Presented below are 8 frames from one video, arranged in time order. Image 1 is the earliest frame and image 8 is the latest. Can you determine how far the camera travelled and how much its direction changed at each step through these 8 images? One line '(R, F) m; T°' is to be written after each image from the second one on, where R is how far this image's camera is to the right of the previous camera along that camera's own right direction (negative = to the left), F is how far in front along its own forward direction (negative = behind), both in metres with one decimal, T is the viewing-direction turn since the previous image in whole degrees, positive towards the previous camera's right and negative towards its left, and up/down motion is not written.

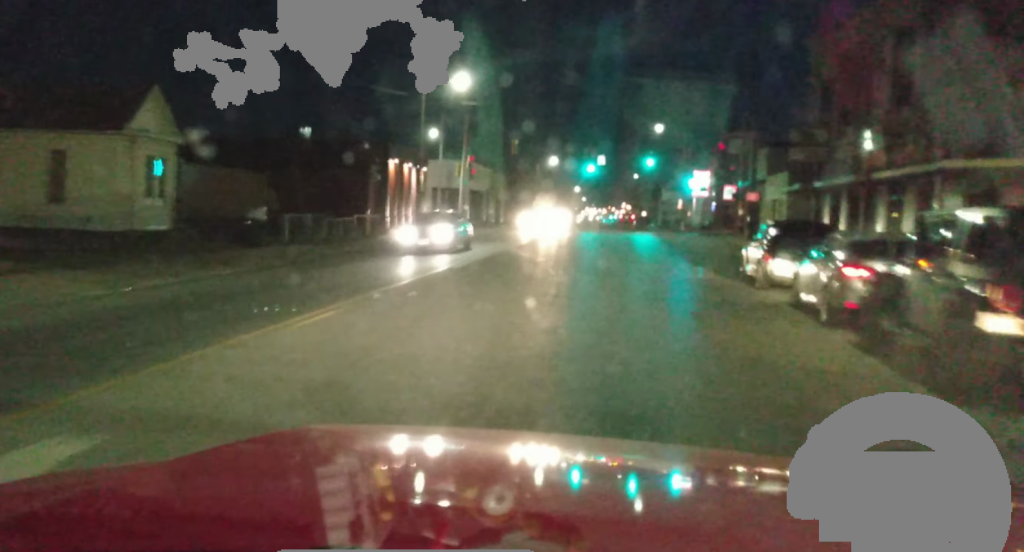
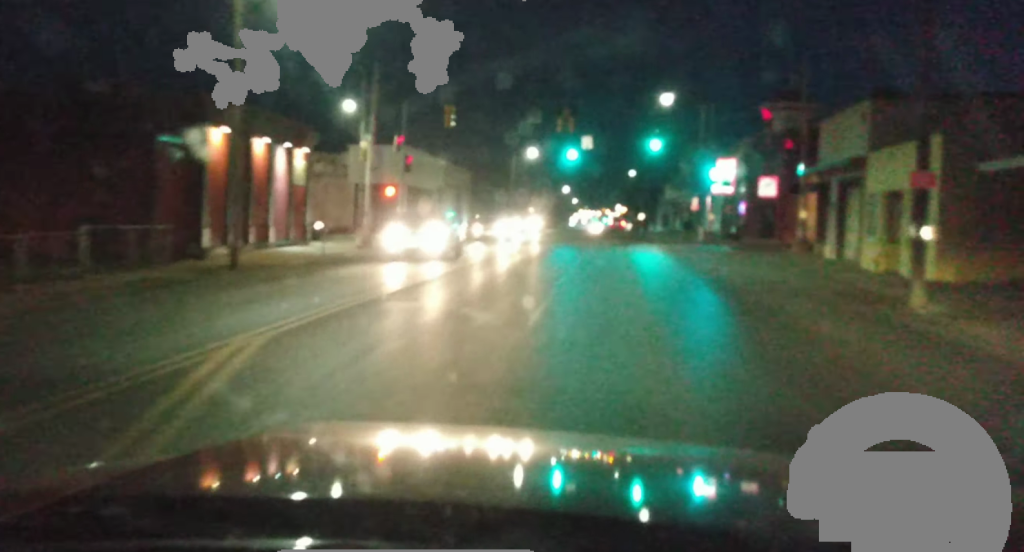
(-0.2, +25.0) m; -1°
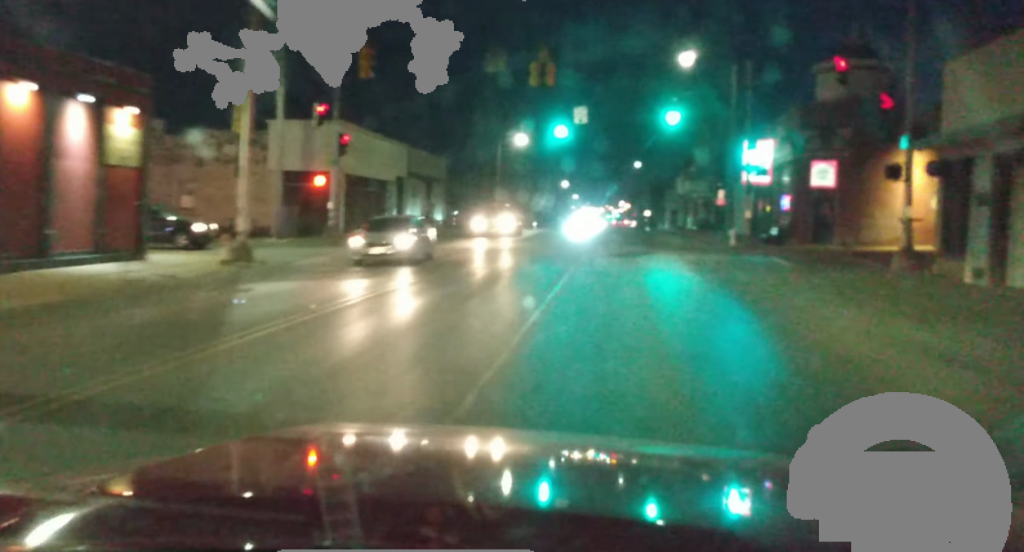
(-0.1, +15.4) m; +1°
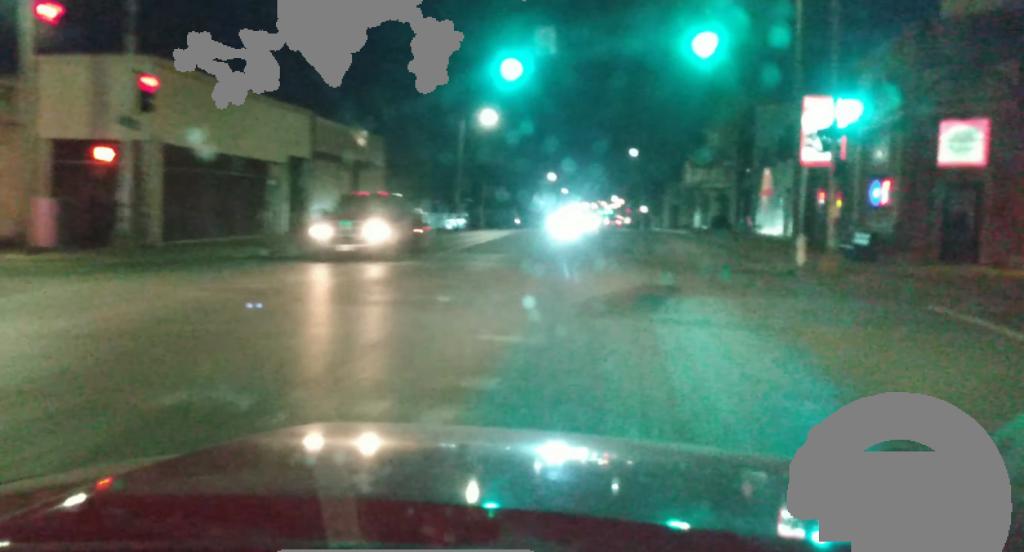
(+0.4, +19.0) m; +1°
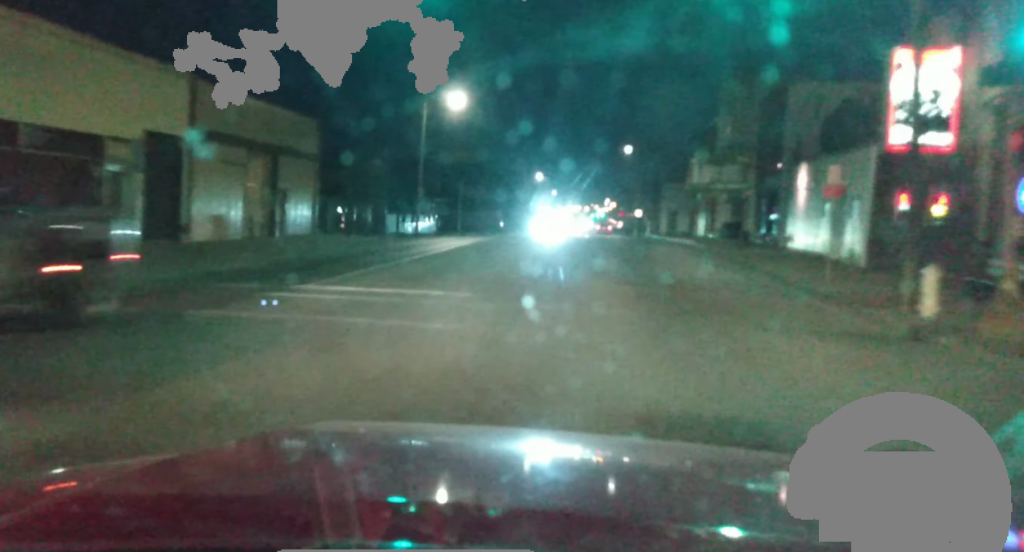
(-0.2, +12.1) m; -1°
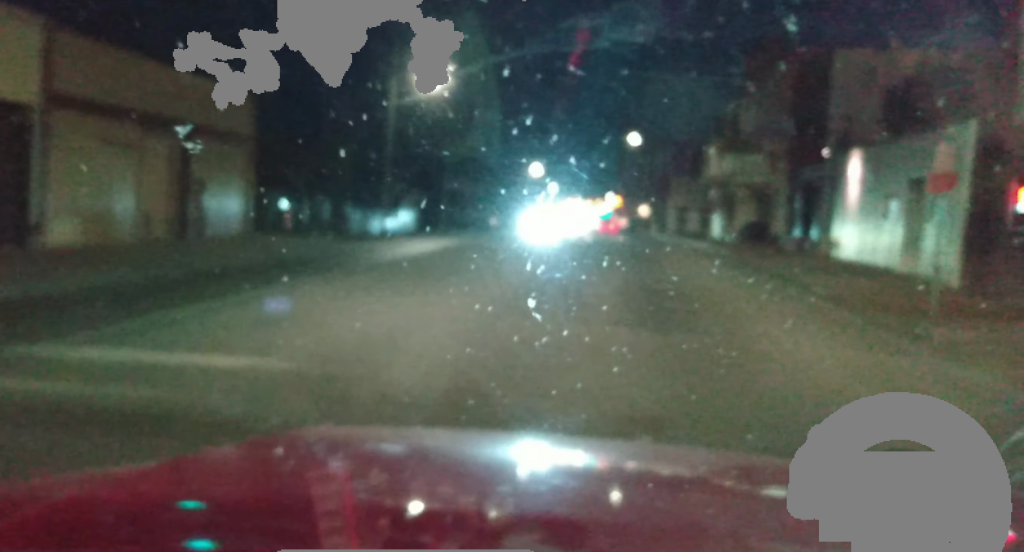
(0.0, +7.6) m; 0°
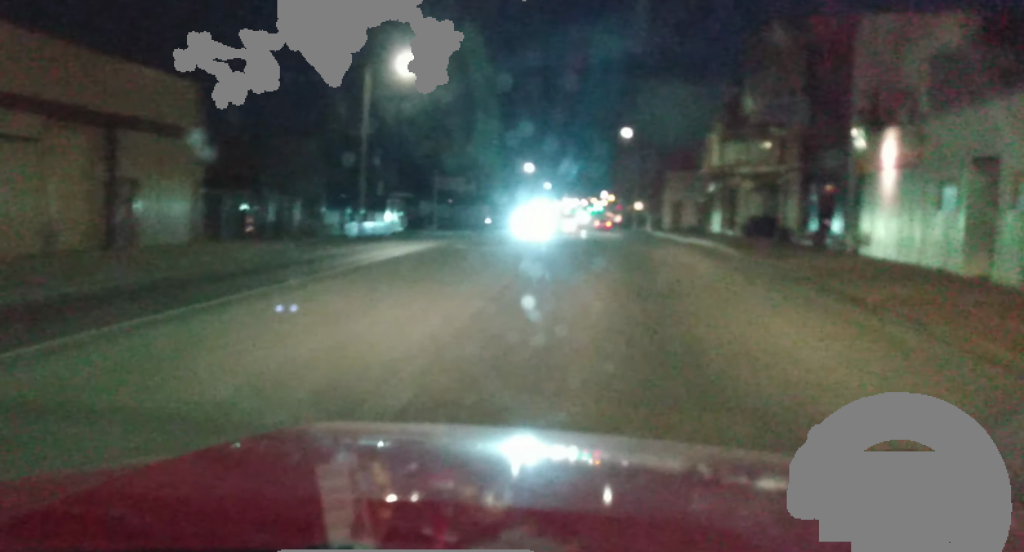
(0.0, +6.2) m; 0°
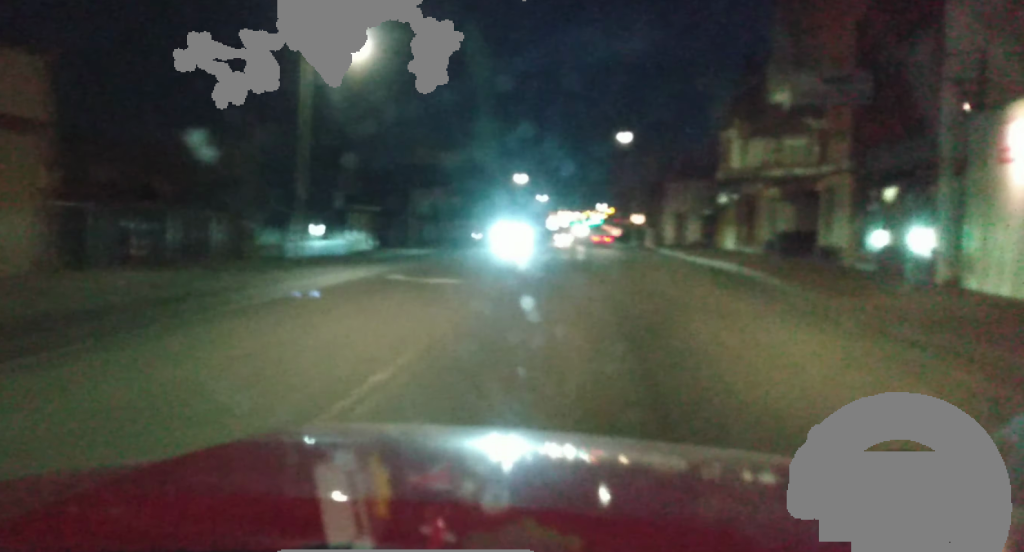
(0.0, +8.9) m; 0°
